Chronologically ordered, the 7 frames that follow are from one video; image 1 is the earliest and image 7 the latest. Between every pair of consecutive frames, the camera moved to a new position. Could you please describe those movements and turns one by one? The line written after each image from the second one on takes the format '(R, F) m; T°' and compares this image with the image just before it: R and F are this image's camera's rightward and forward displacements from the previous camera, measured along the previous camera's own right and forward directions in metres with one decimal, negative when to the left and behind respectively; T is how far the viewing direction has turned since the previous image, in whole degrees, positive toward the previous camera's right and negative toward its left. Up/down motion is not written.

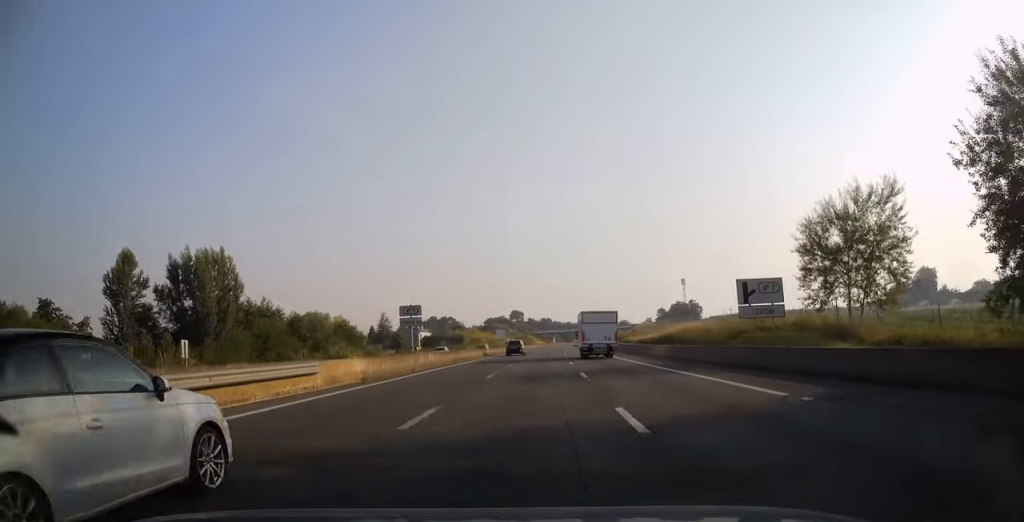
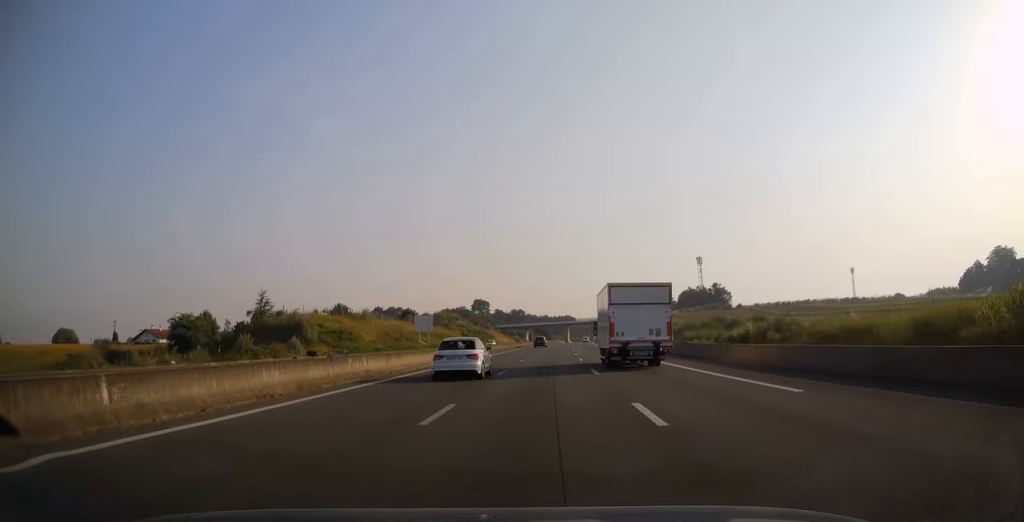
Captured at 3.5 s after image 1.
(+1.8, +103.9) m; +2°
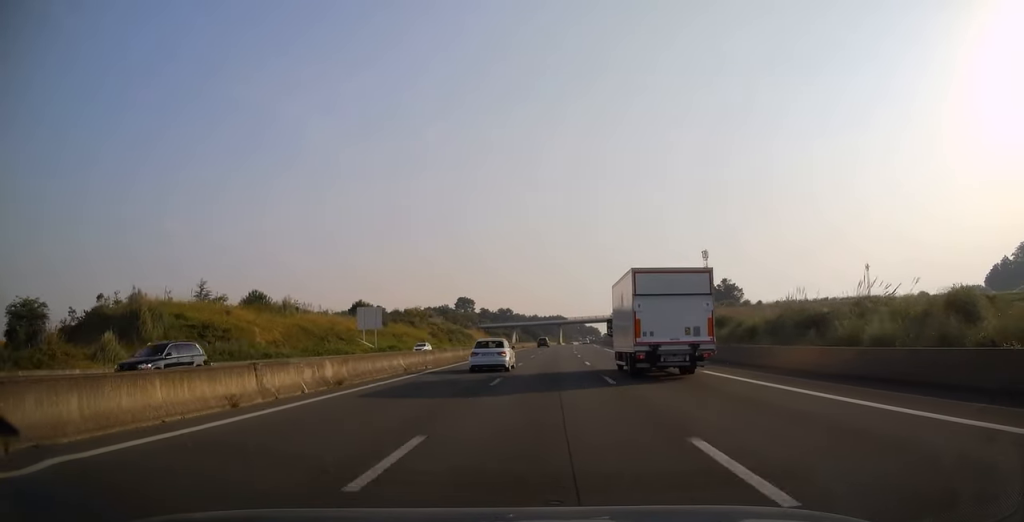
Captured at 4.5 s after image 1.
(+0.3, +30.1) m; +1°
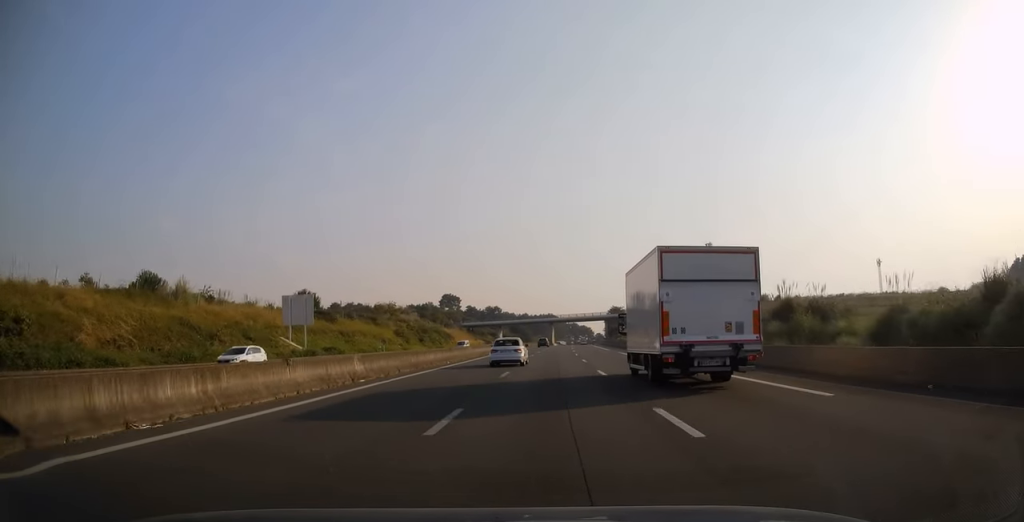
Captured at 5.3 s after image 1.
(+0.2, +22.6) m; +1°
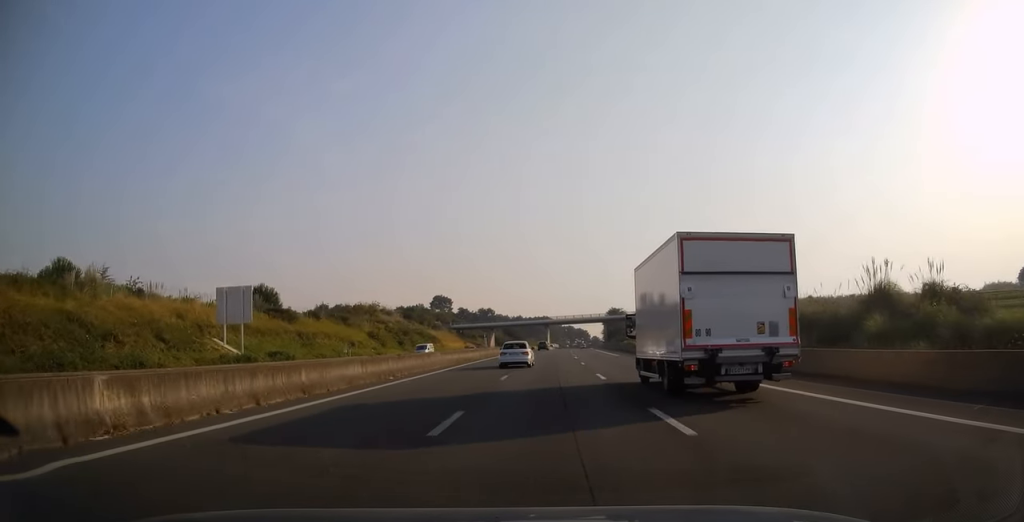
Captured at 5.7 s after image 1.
(+0.1, +12.8) m; 0°
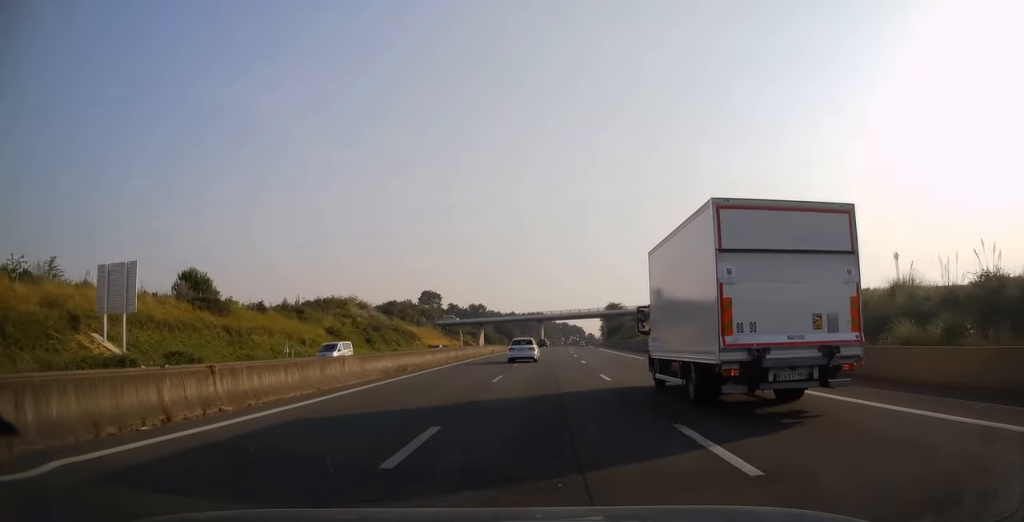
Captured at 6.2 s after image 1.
(0.0, +15.2) m; 0°
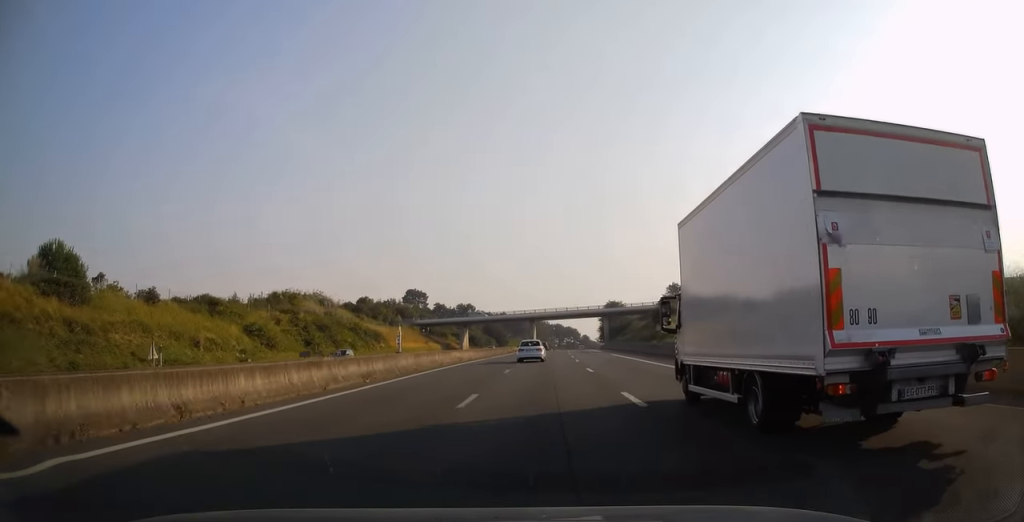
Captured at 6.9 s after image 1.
(+0.1, +20.2) m; 0°
